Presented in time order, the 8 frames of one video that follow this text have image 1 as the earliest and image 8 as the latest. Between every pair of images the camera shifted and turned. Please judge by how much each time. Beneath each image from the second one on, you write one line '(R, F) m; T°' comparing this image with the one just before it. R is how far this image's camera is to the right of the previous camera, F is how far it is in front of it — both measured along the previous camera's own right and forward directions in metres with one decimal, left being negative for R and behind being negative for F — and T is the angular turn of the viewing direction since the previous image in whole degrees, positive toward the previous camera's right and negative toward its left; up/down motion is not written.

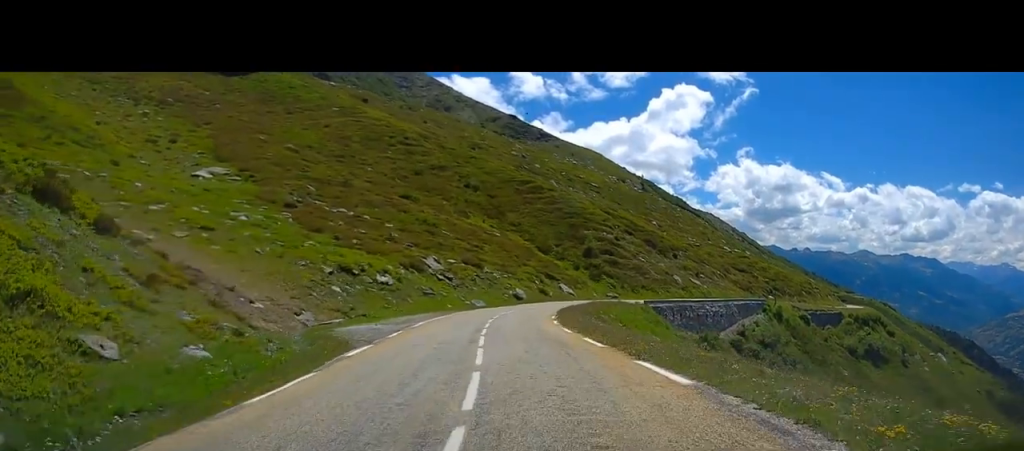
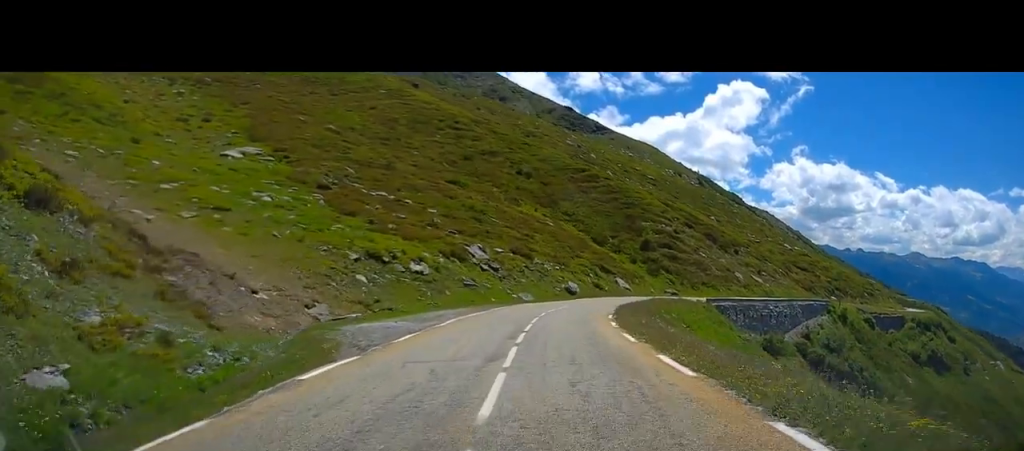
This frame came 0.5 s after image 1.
(-0.3, +5.3) m; -2°
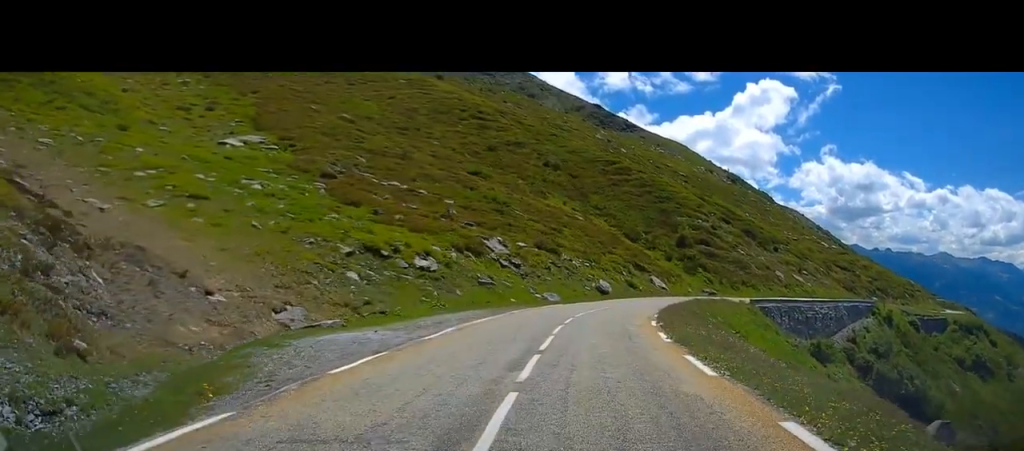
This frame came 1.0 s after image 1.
(-0.4, +6.0) m; -1°
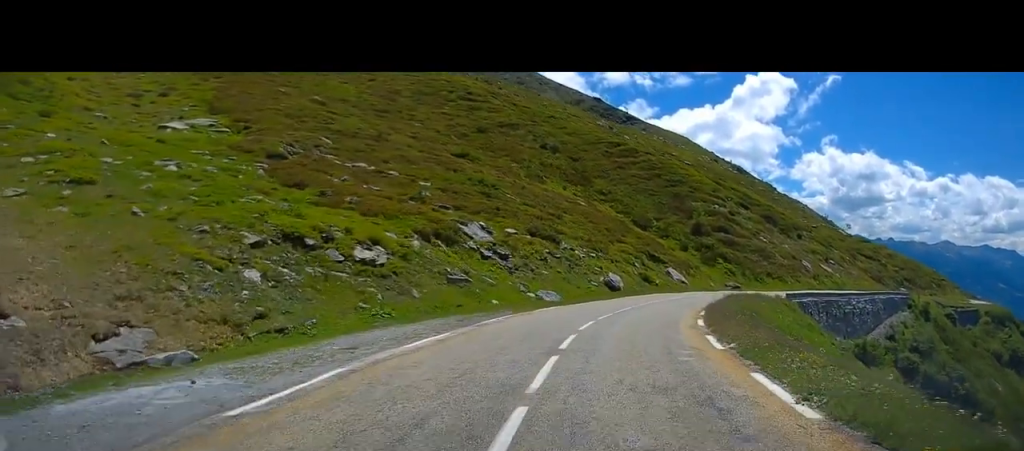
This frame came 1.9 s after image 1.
(+0.3, +9.7) m; +5°
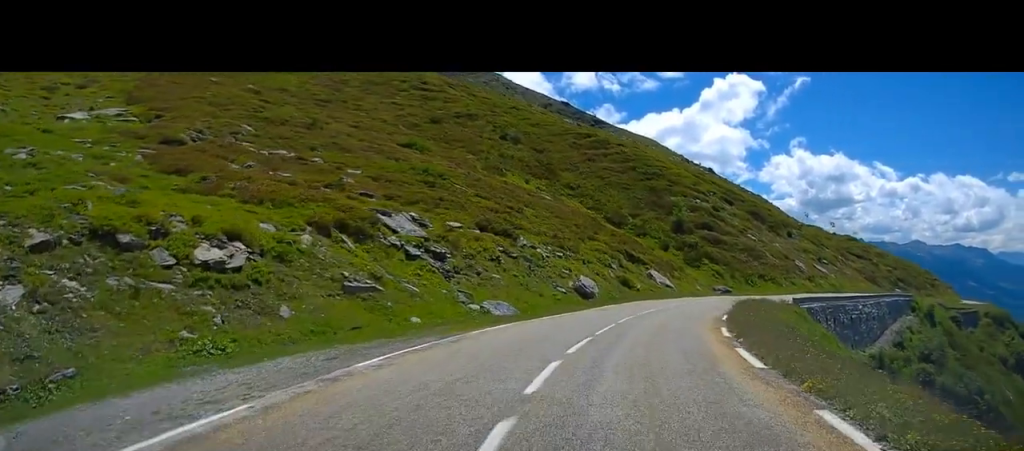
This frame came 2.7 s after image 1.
(+0.5, +9.0) m; +4°
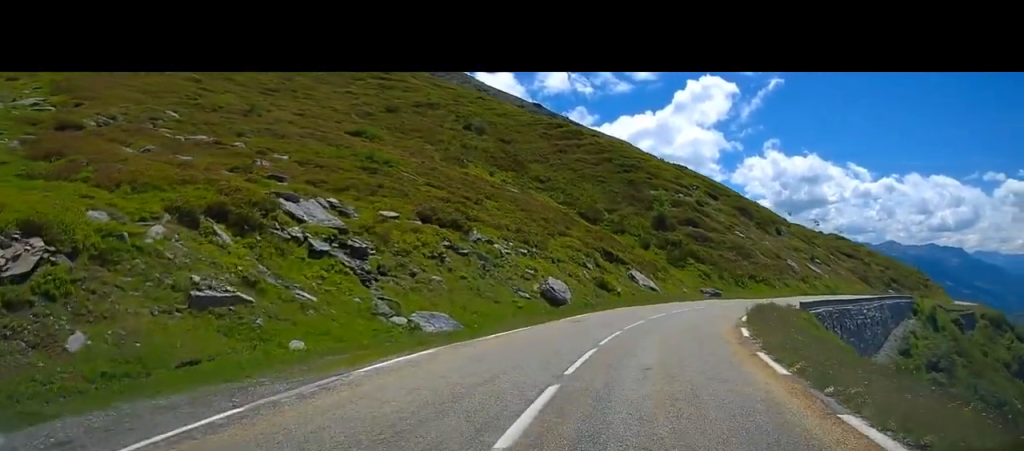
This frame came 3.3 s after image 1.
(+0.2, +6.7) m; +3°
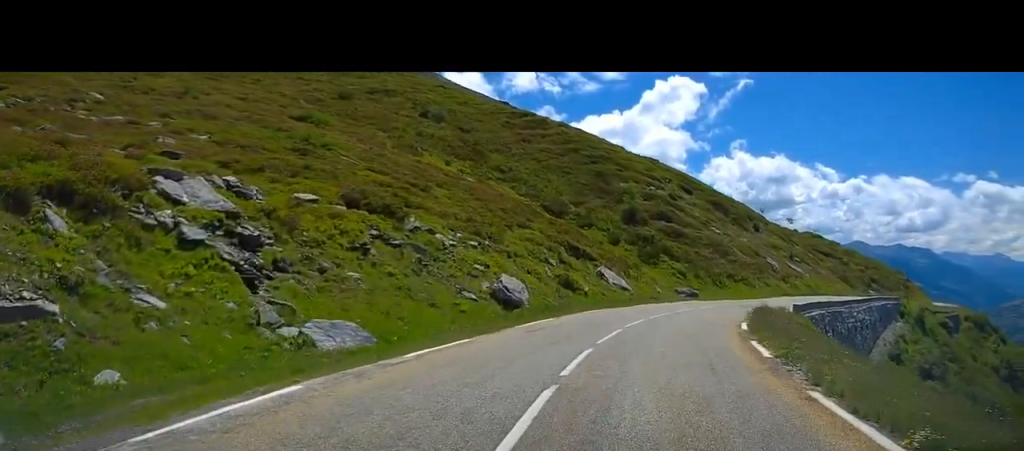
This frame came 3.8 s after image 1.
(-0.1, +4.9) m; +3°
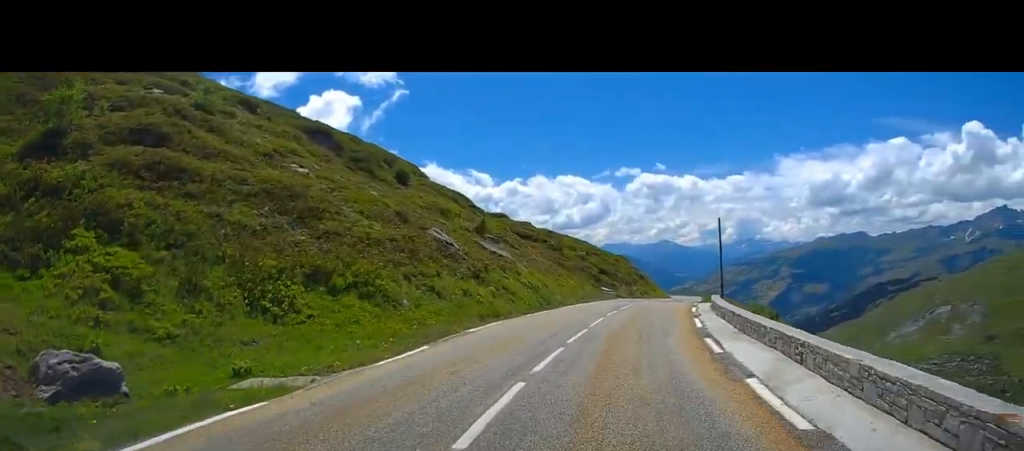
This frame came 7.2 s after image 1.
(+10.7, +37.1) m; +19°
